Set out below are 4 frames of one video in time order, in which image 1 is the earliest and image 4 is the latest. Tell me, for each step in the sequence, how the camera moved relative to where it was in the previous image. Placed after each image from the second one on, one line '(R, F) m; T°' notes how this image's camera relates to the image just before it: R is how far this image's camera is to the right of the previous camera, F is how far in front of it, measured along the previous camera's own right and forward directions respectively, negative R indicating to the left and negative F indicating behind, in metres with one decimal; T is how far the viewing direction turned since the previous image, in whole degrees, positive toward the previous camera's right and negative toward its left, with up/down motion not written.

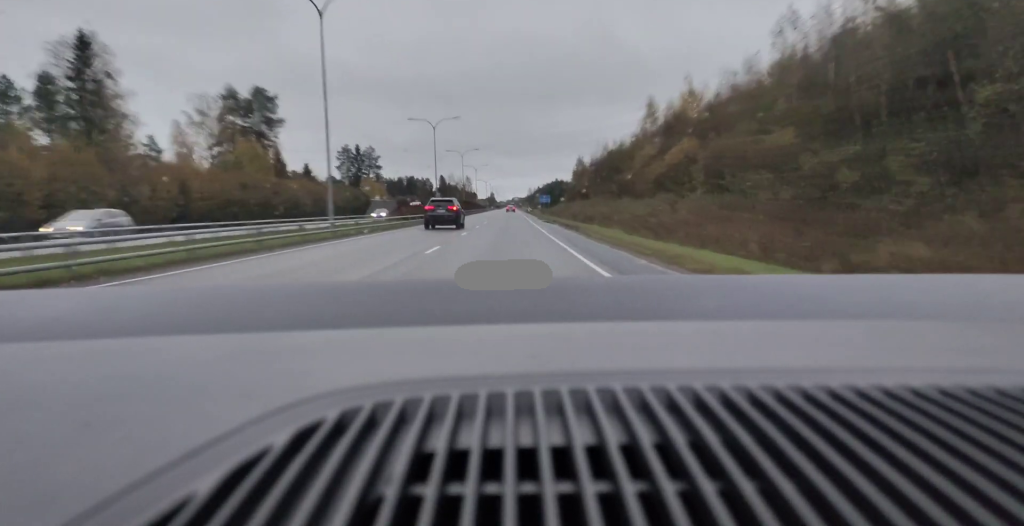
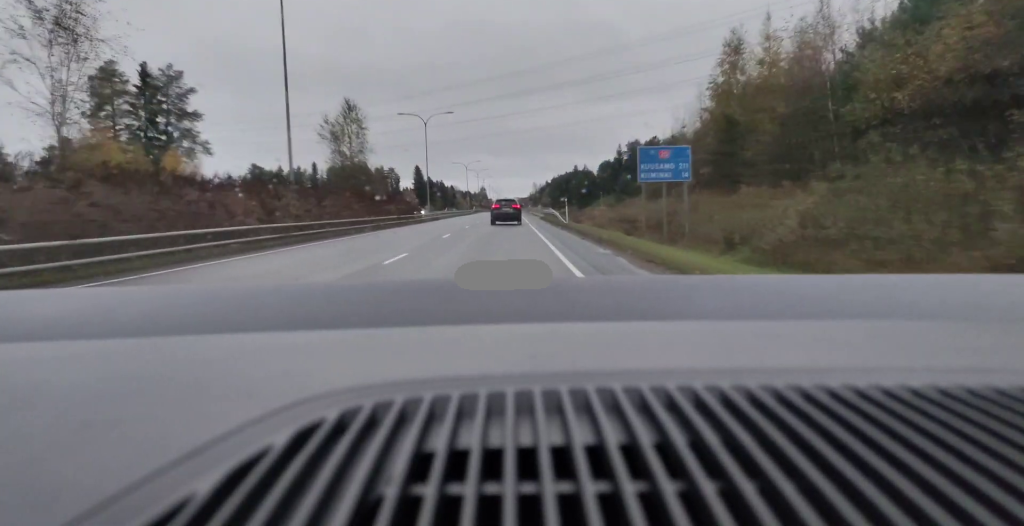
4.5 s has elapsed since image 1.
(-0.3, +111.1) m; 0°
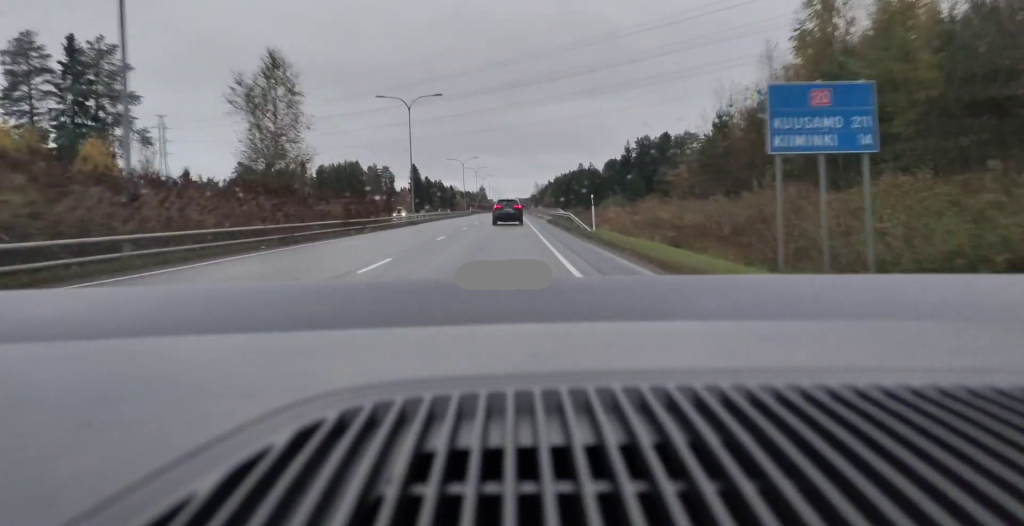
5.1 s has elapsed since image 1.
(0.0, +14.3) m; 0°
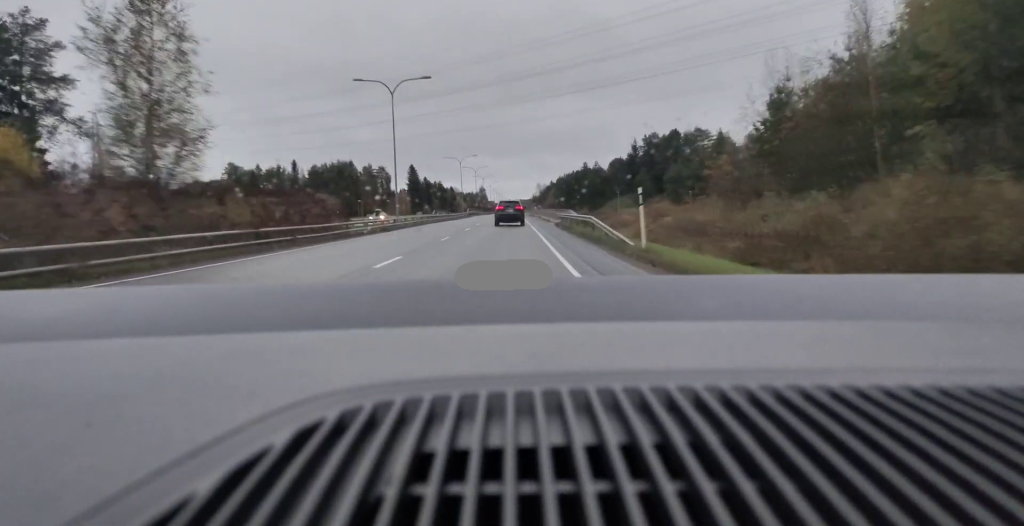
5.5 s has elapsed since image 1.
(-0.1, +10.4) m; 0°
